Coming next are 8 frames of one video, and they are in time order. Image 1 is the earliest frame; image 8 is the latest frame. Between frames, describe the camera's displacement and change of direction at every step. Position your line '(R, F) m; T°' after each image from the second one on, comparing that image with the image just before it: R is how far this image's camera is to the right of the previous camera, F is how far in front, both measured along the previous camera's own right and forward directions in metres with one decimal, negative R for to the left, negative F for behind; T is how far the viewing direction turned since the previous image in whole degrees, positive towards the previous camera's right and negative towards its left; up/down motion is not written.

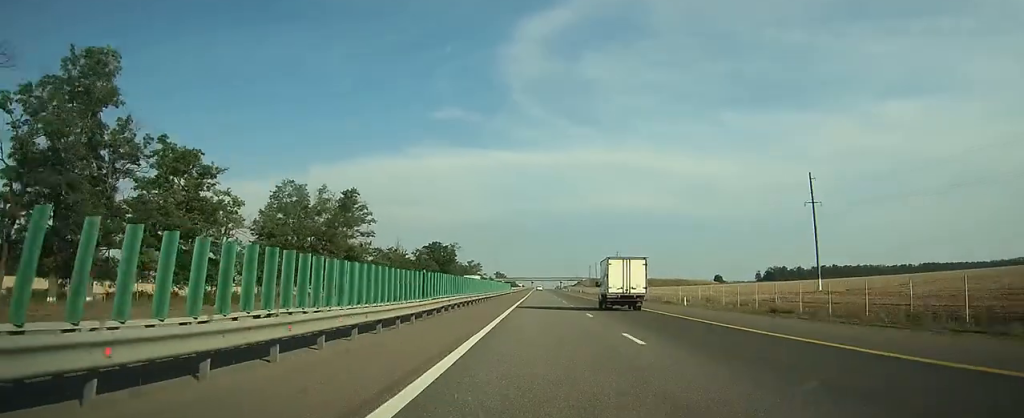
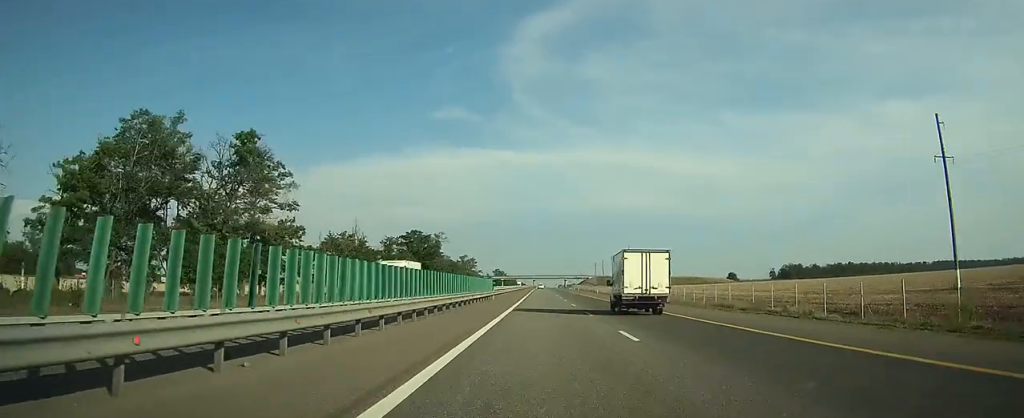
(0.0, +35.3) m; 0°
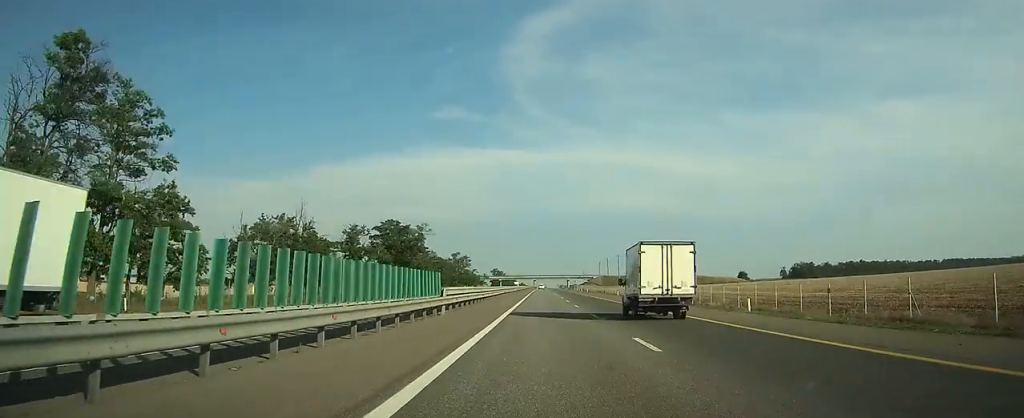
(0.0, +26.3) m; 0°
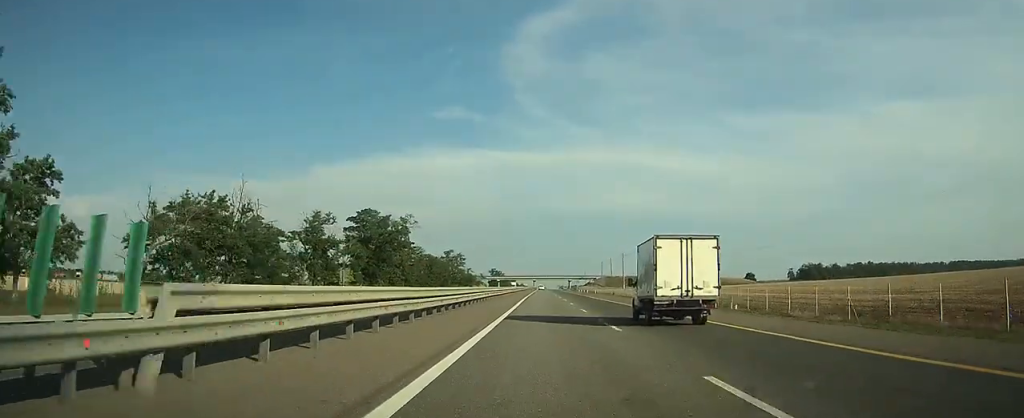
(0.0, +18.2) m; 0°
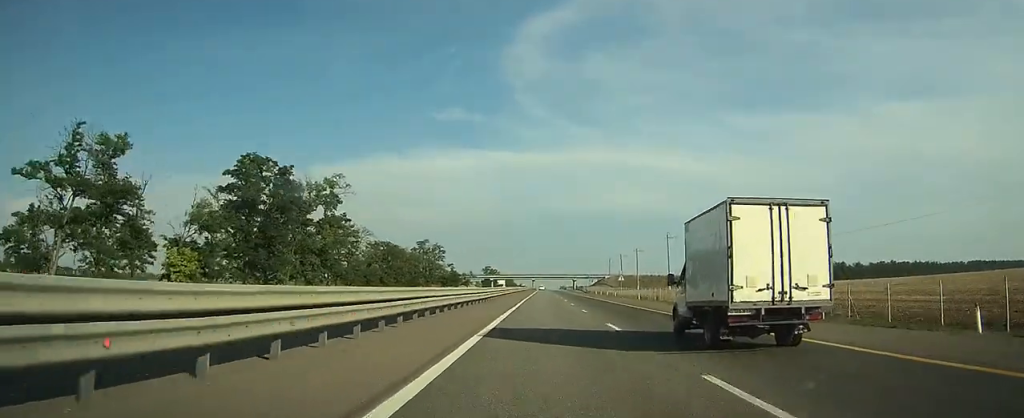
(0.0, +48.0) m; 0°
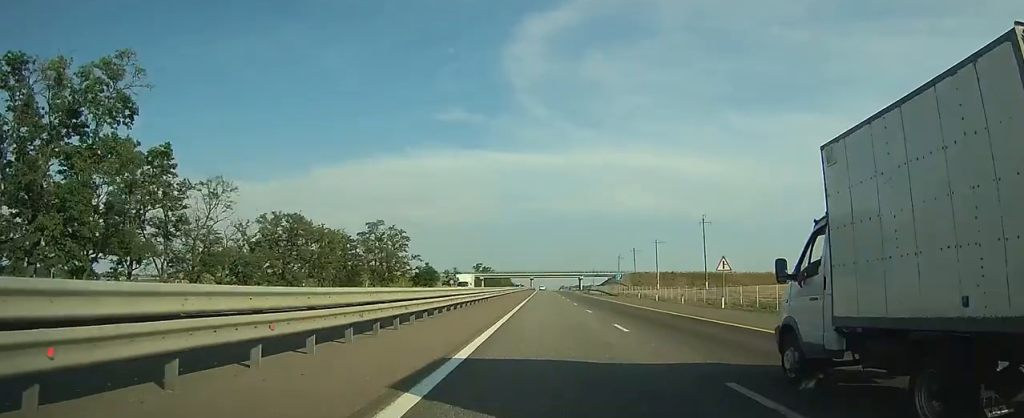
(0.0, +49.0) m; 0°
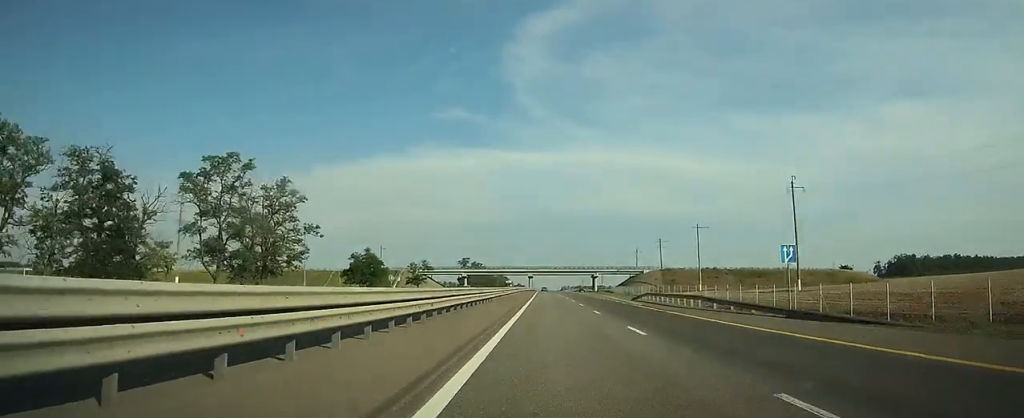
(-0.2, +61.2) m; 0°
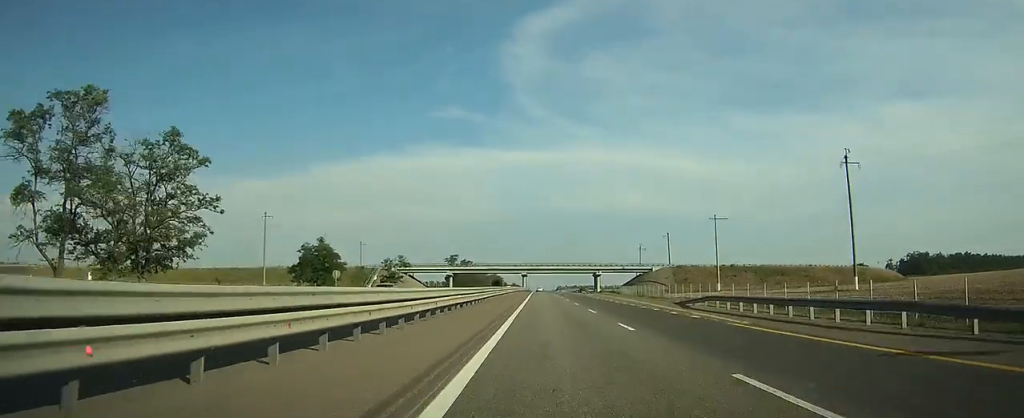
(0.0, +22.6) m; 0°
